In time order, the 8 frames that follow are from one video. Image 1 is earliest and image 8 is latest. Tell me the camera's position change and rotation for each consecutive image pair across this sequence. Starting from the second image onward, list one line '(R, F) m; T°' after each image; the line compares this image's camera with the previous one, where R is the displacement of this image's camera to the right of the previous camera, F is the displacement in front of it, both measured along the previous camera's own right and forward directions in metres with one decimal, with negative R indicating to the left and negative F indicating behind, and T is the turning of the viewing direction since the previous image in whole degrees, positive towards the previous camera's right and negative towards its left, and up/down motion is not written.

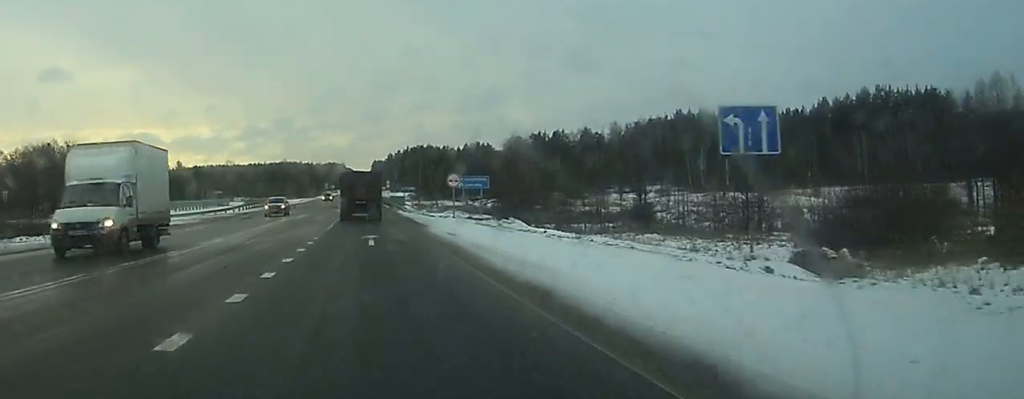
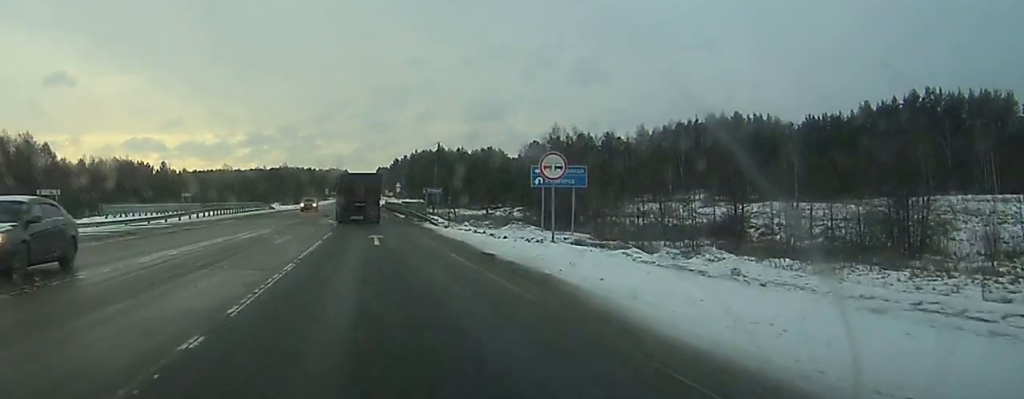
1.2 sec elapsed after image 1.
(-0.1, +26.9) m; 0°
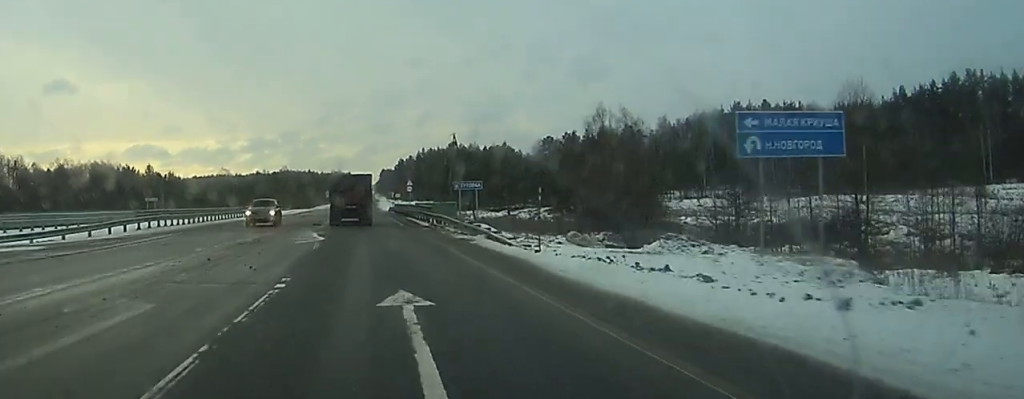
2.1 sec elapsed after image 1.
(0.0, +21.0) m; 0°
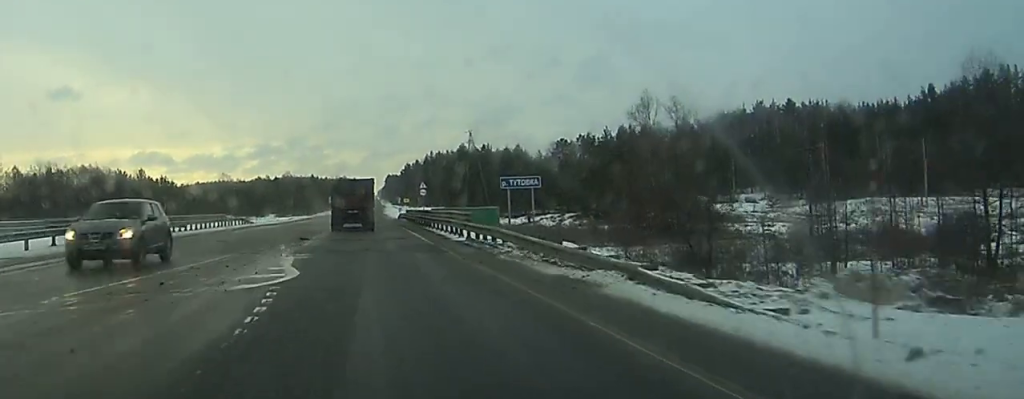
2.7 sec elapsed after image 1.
(+0.1, +14.3) m; 0°
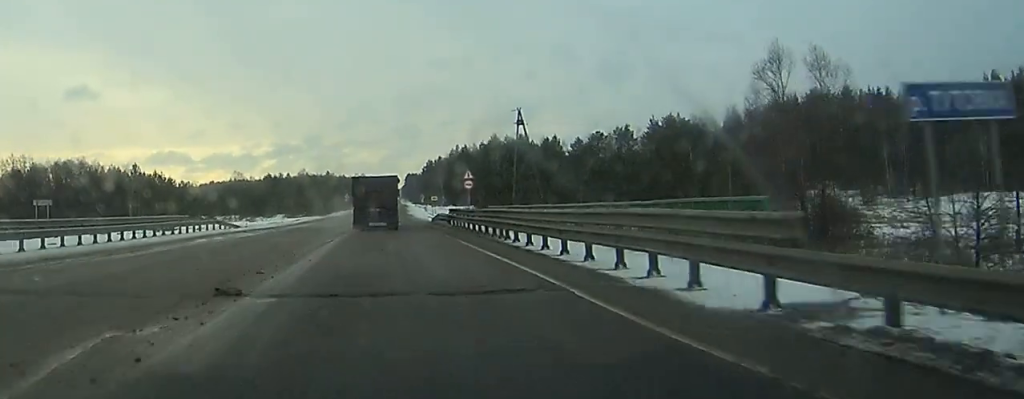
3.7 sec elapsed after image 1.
(-0.3, +24.3) m; -1°
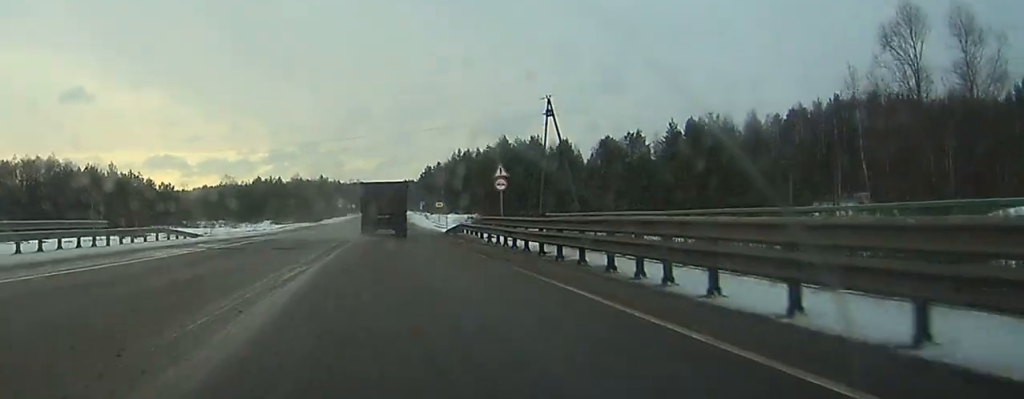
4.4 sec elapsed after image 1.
(0.0, +16.4) m; 0°
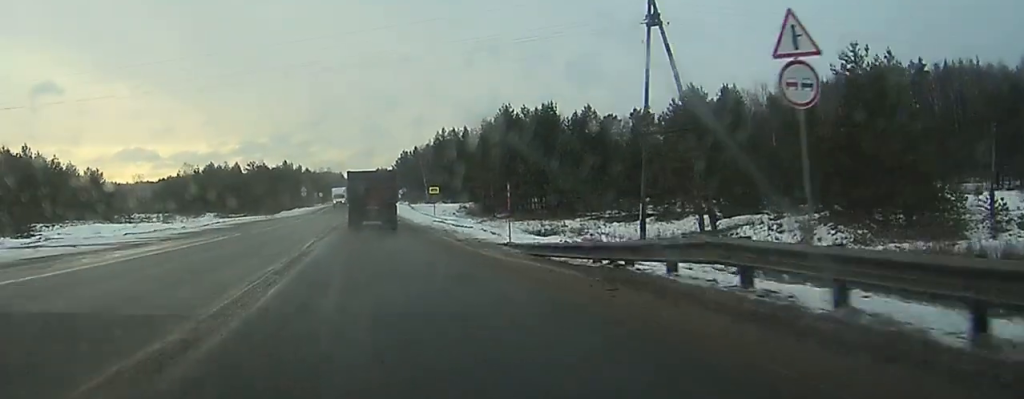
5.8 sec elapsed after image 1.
(+0.1, +35.3) m; +1°
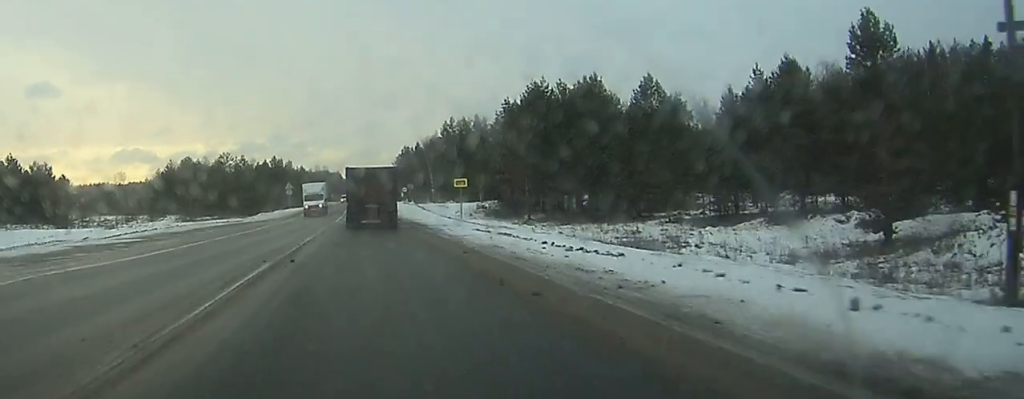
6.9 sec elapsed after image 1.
(+0.2, +26.9) m; +1°
